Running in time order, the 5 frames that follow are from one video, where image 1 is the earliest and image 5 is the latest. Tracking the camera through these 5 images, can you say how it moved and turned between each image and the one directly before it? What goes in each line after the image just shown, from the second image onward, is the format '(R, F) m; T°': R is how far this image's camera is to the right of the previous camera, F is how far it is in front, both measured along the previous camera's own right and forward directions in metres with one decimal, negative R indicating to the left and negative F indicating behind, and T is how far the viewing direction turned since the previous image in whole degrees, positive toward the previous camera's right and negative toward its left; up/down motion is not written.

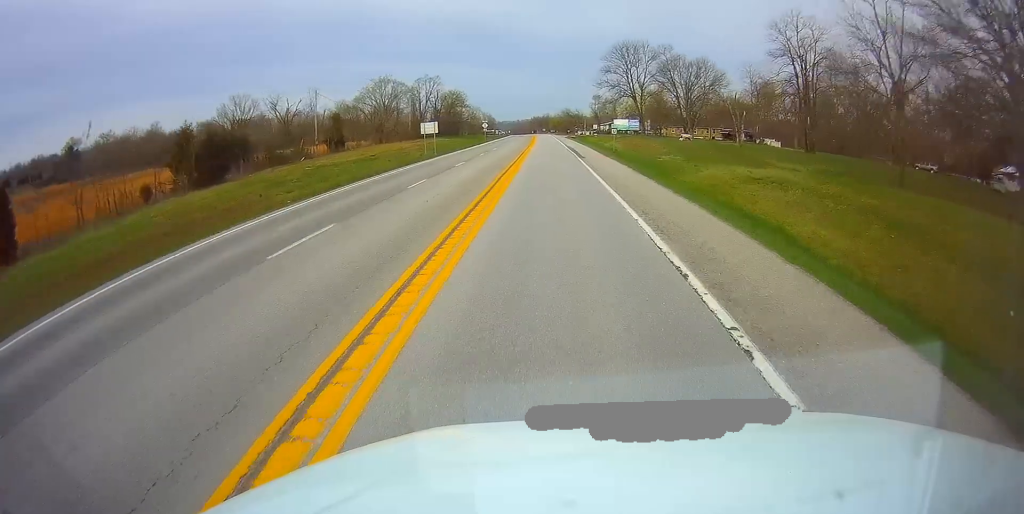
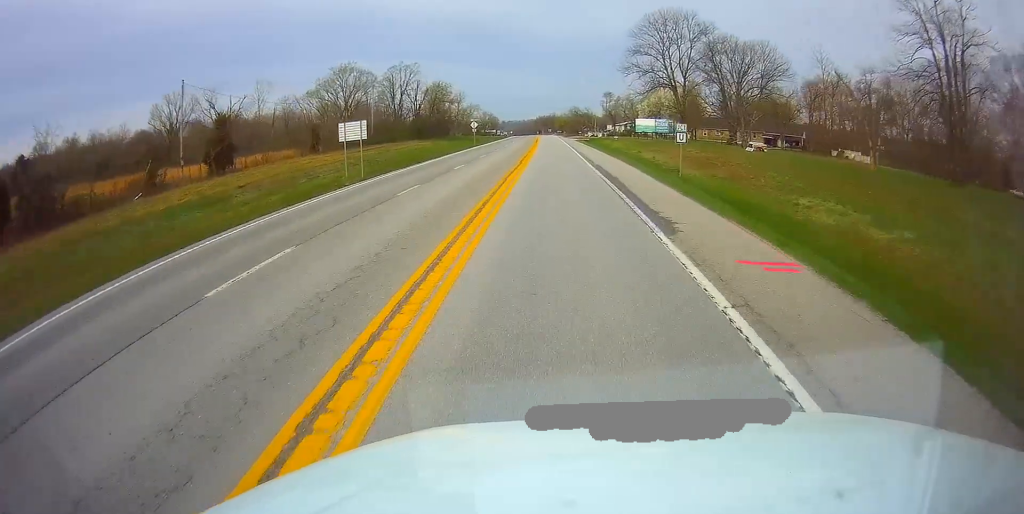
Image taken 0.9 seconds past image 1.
(0.0, +26.9) m; 0°
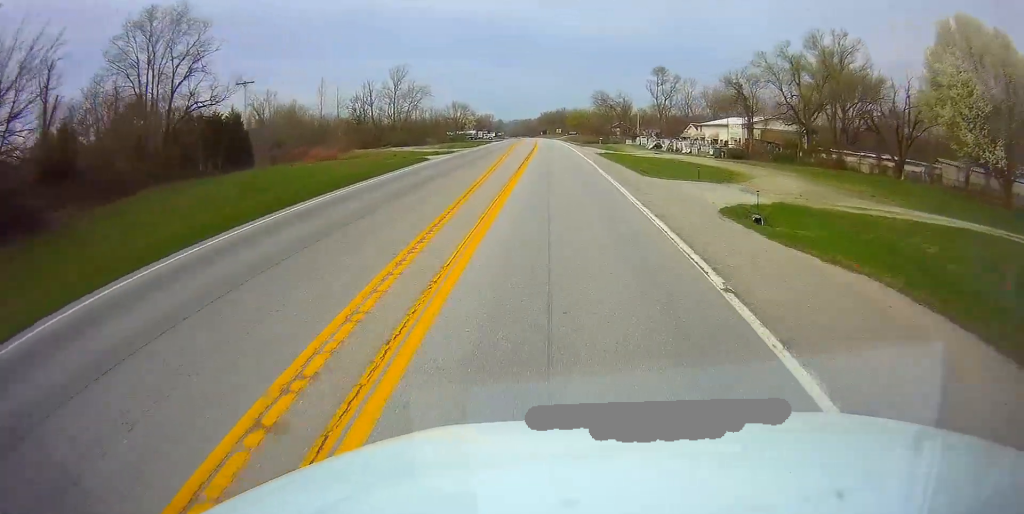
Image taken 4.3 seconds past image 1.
(-2.0, +105.8) m; -2°
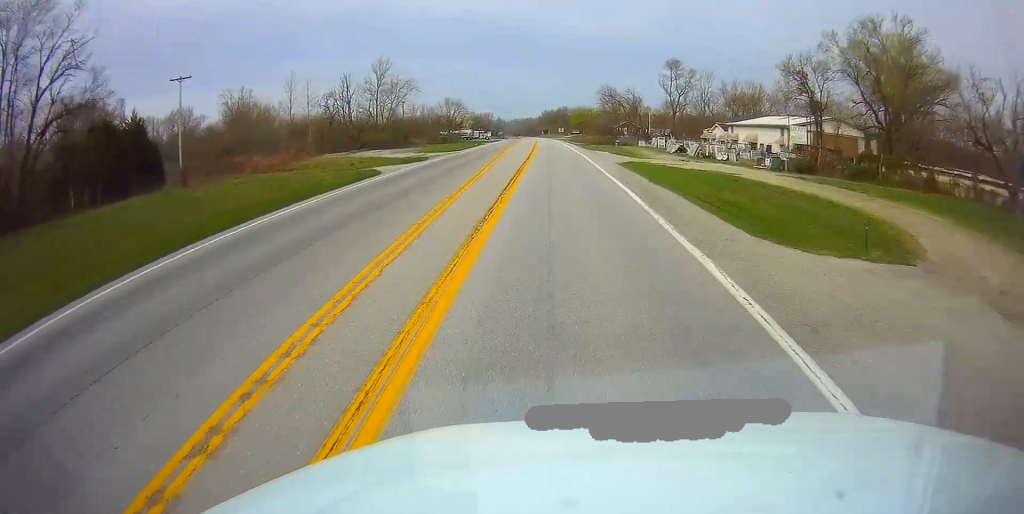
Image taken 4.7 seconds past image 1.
(+0.3, +14.5) m; 0°
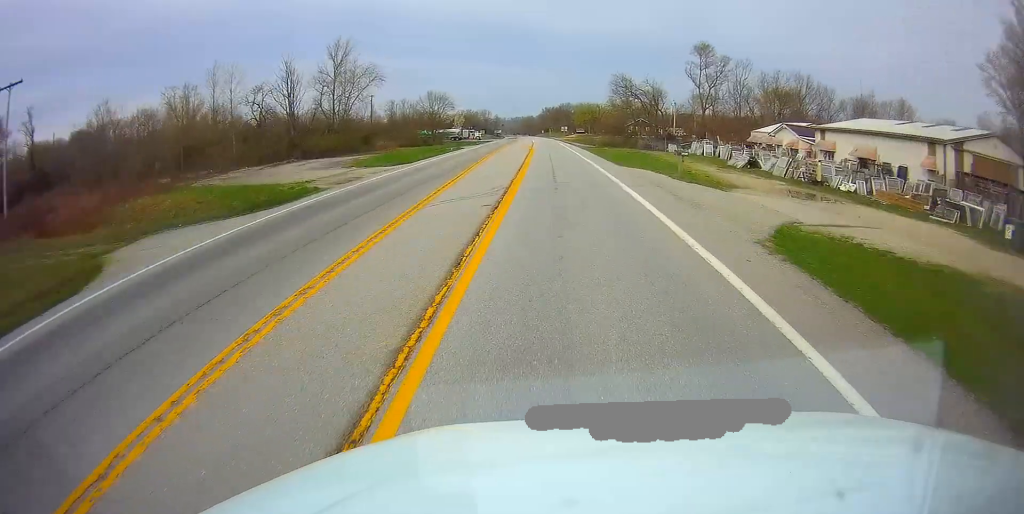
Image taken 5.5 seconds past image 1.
(-0.4, +24.9) m; 0°
